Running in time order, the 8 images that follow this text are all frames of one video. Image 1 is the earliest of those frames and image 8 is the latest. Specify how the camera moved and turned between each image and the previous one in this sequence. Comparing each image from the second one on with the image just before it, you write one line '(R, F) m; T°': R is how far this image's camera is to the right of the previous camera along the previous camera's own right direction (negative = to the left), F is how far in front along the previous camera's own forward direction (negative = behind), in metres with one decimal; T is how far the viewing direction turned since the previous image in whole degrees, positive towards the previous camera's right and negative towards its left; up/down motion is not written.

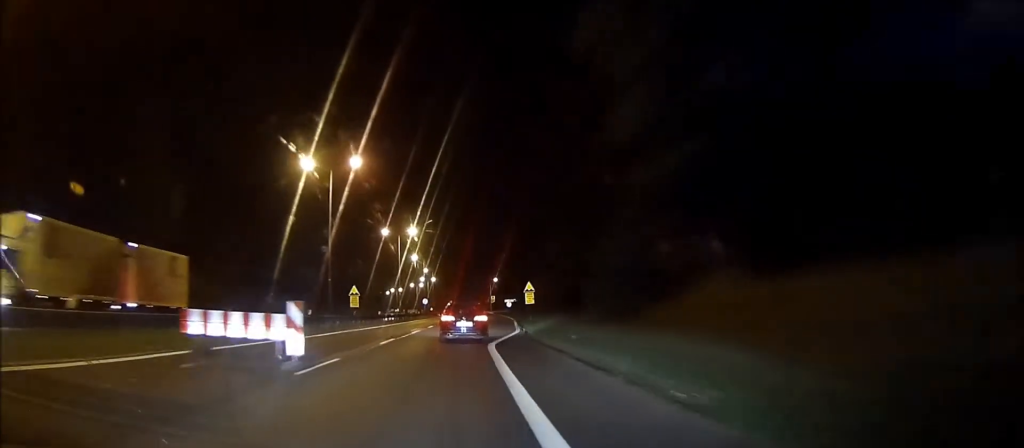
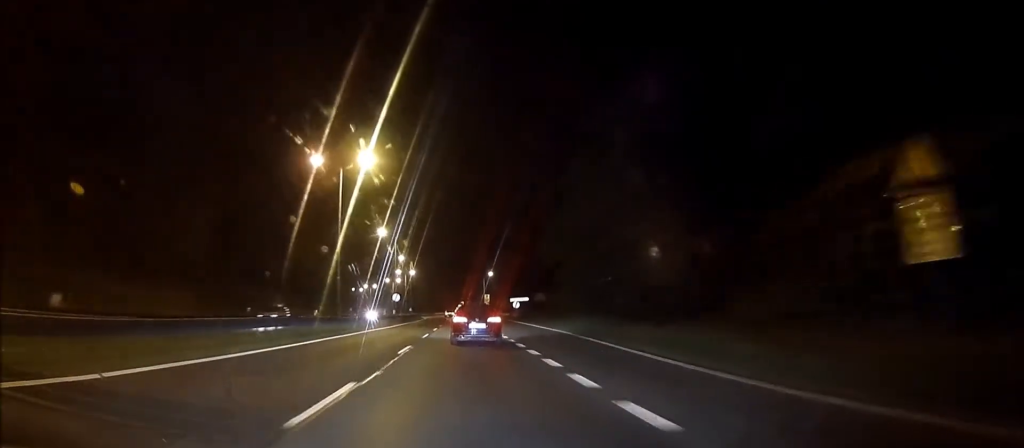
(-0.5, +43.7) m; -1°
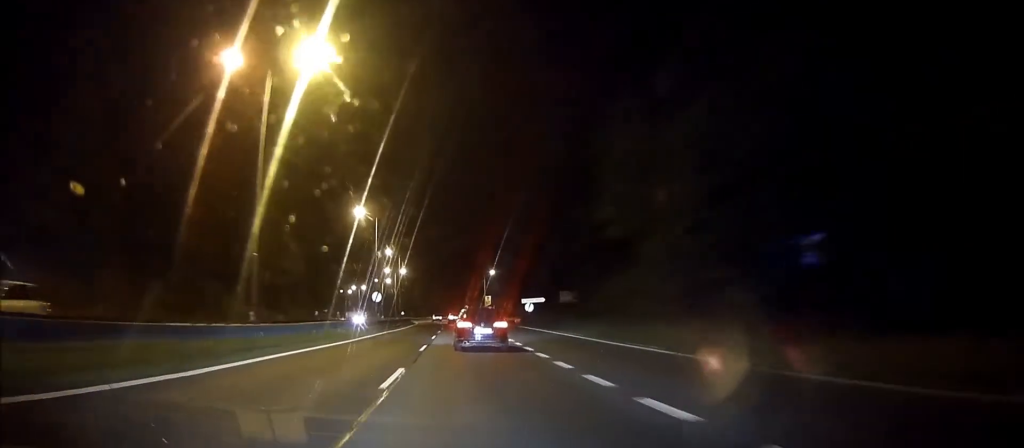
(0.0, +21.9) m; 0°
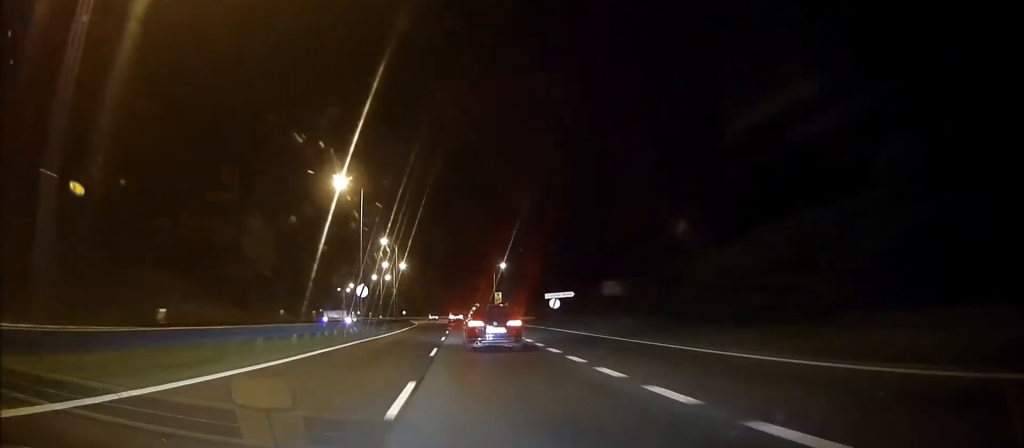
(0.0, +16.9) m; 0°
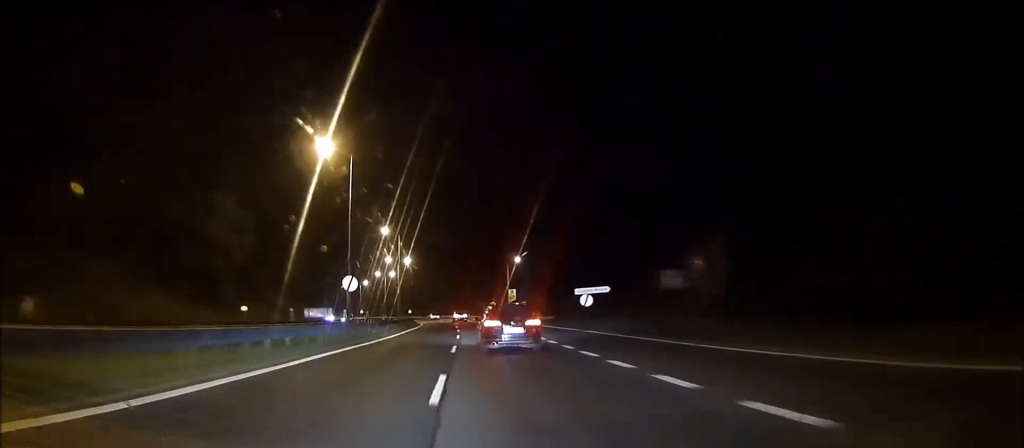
(0.0, +12.1) m; 0°
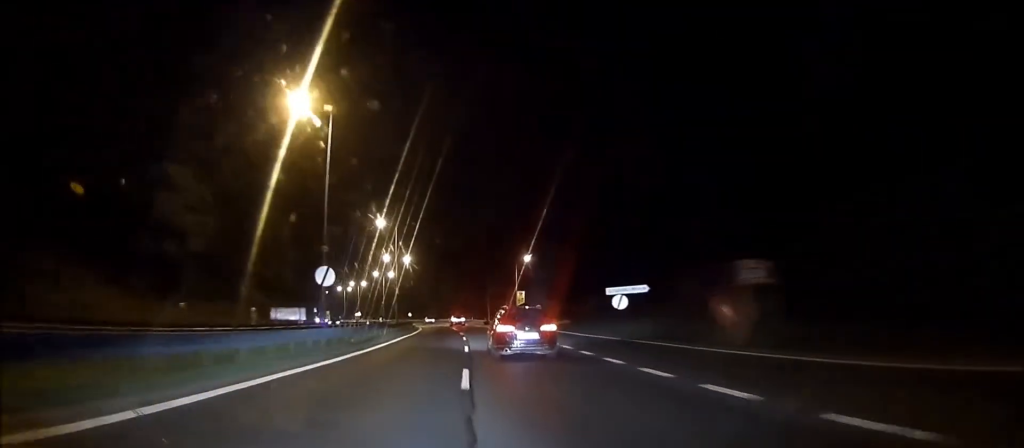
(0.0, +10.6) m; 0°
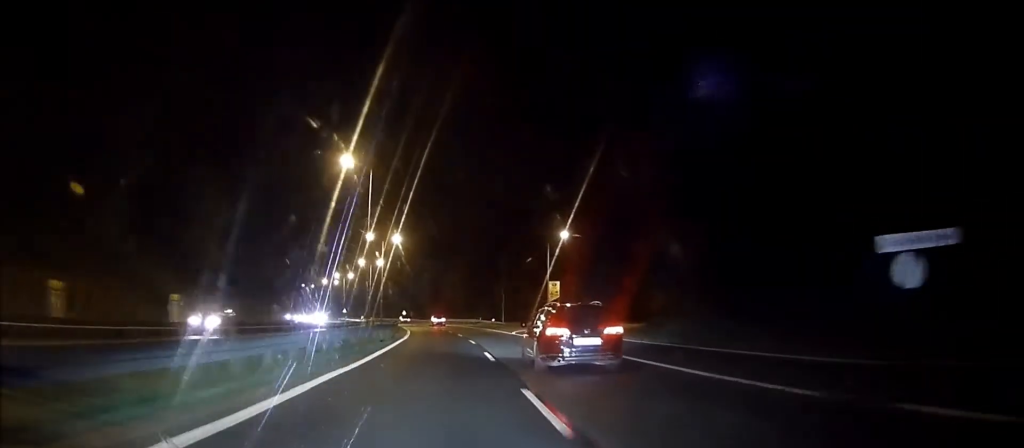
(-0.5, +32.0) m; -2°
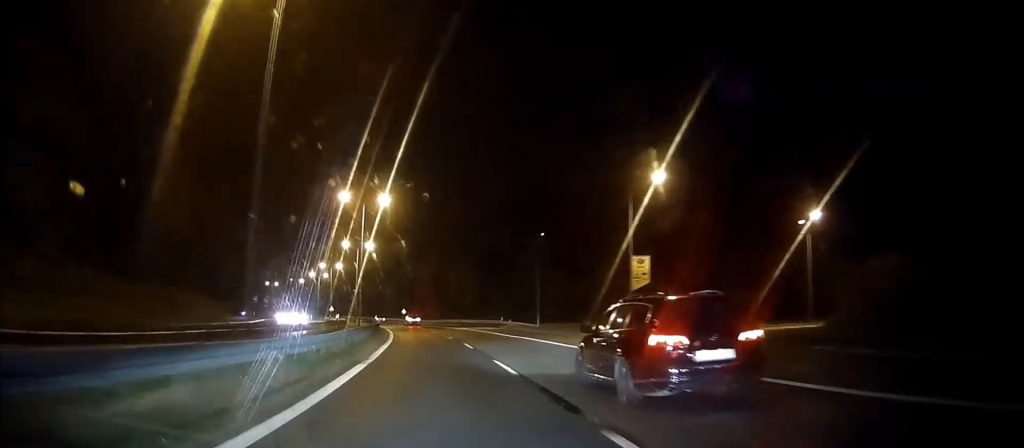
(-0.9, +31.1) m; -4°
